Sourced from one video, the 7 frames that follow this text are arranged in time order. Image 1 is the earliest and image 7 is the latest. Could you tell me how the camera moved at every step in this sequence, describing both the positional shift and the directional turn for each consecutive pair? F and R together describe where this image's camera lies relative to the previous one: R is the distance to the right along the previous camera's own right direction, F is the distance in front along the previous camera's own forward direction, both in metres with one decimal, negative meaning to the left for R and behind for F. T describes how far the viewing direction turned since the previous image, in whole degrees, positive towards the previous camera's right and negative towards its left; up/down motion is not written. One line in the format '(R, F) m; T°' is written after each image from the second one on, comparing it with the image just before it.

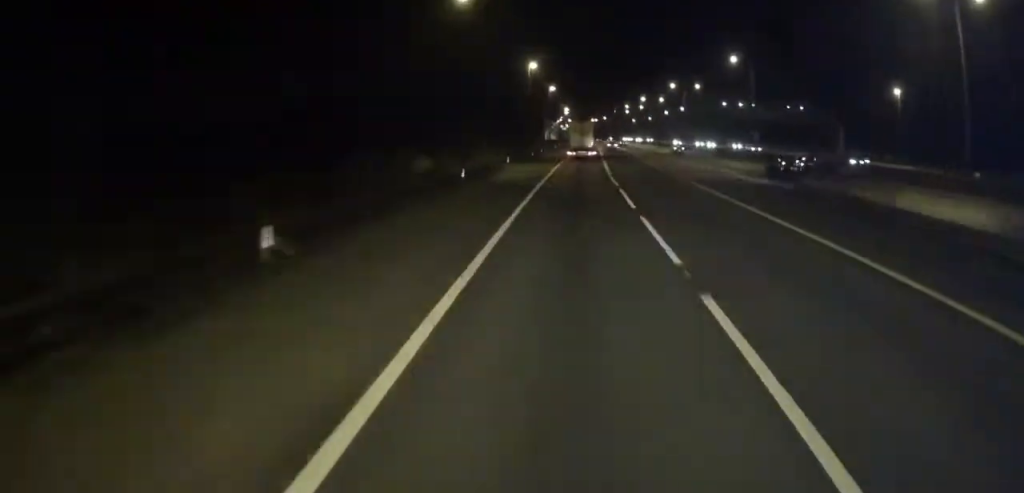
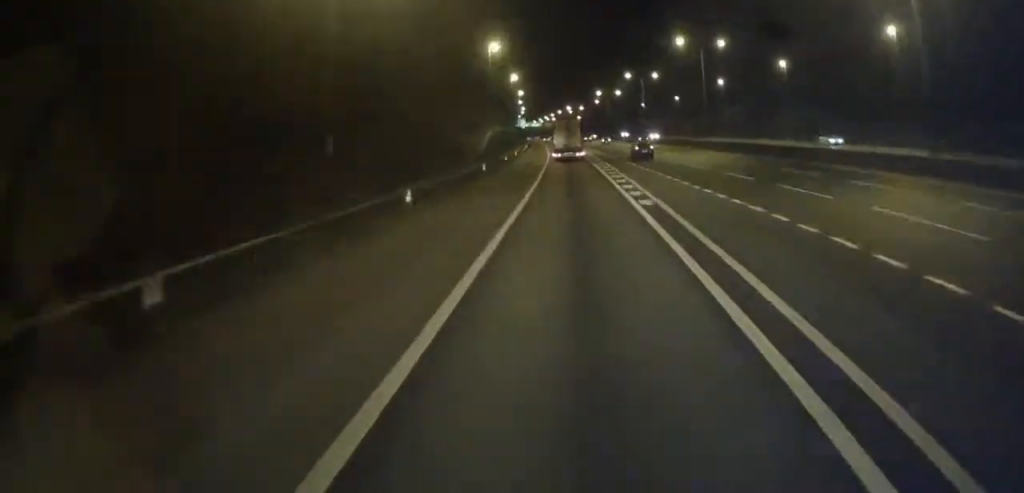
(+6.2, +150.9) m; +2°
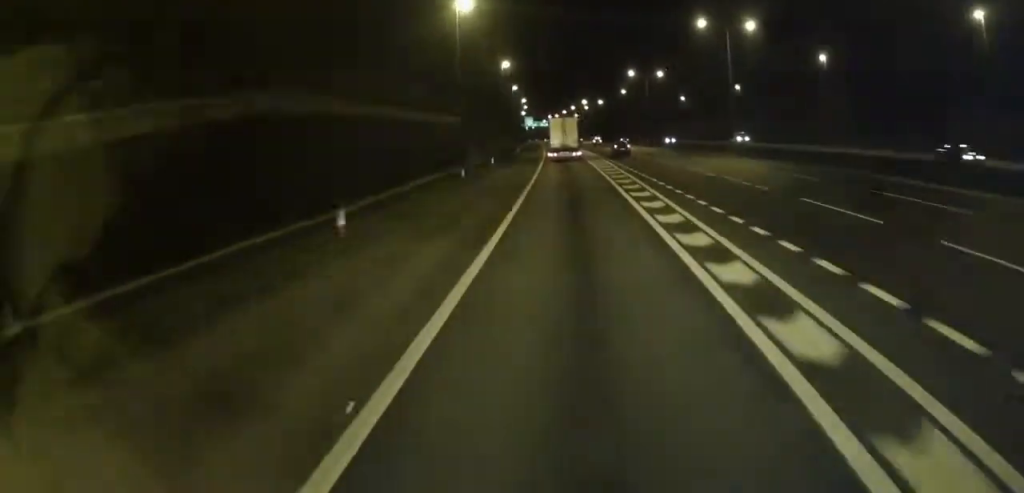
(0.0, +59.1) m; -1°
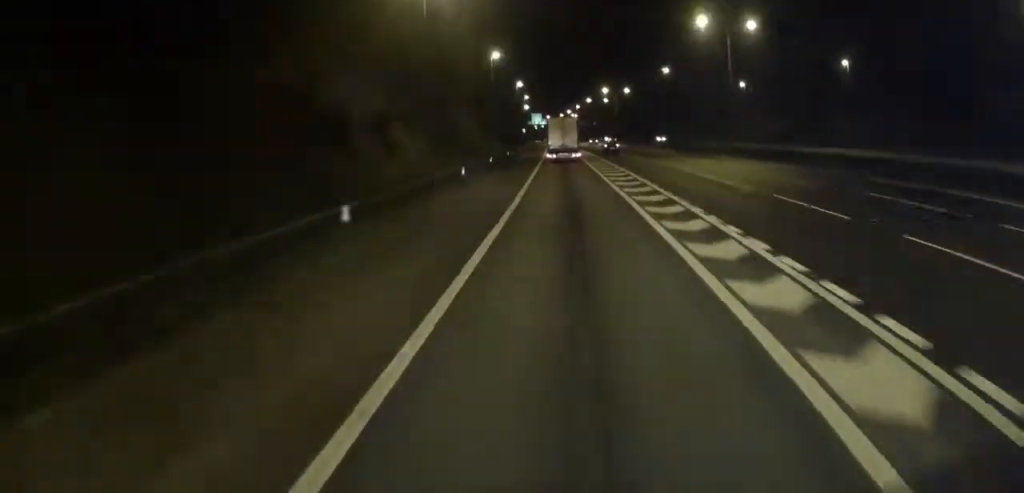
(0.0, +52.6) m; -1°
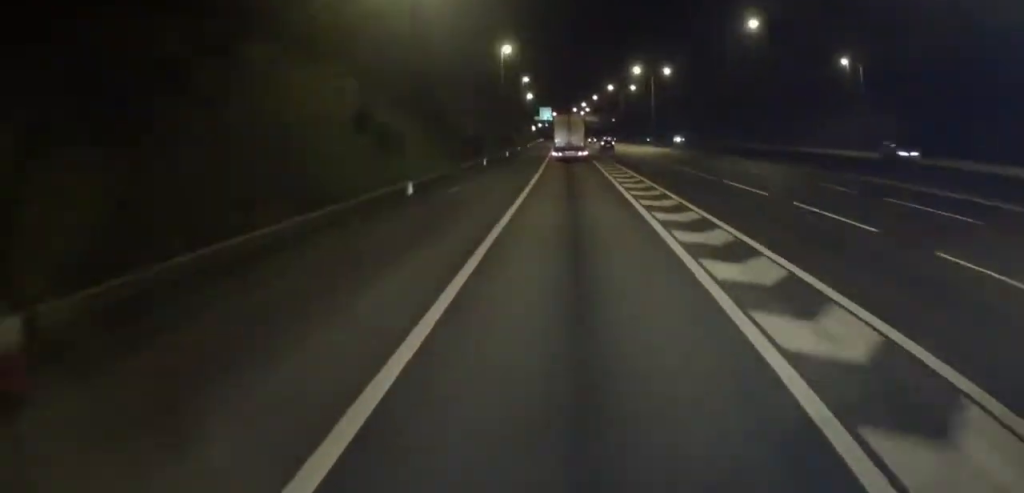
(-0.8, +46.3) m; -1°
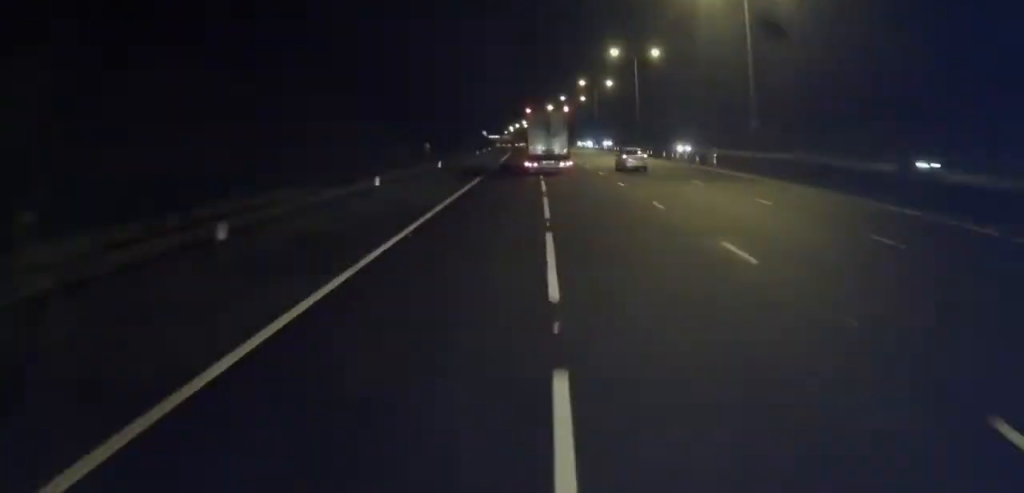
(-7.5, +264.5) m; -3°
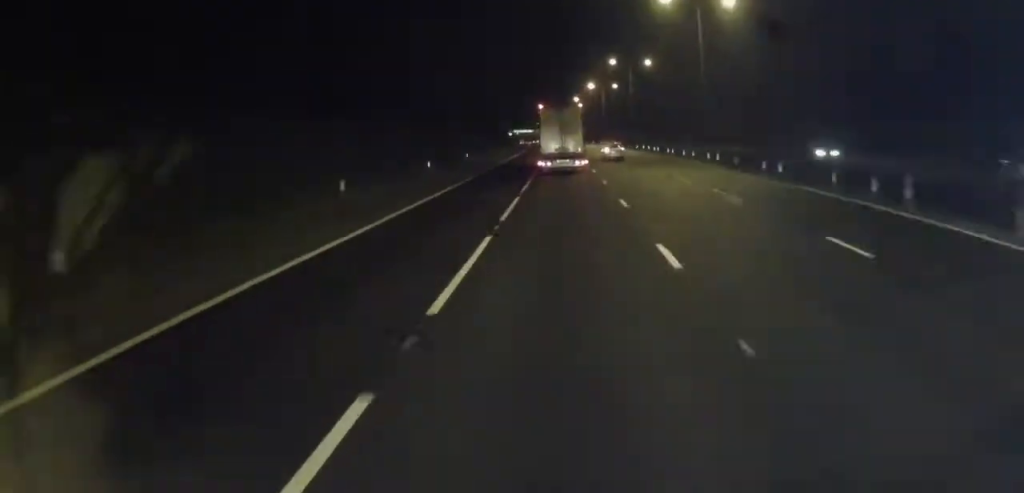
(-0.1, +74.4) m; -2°
